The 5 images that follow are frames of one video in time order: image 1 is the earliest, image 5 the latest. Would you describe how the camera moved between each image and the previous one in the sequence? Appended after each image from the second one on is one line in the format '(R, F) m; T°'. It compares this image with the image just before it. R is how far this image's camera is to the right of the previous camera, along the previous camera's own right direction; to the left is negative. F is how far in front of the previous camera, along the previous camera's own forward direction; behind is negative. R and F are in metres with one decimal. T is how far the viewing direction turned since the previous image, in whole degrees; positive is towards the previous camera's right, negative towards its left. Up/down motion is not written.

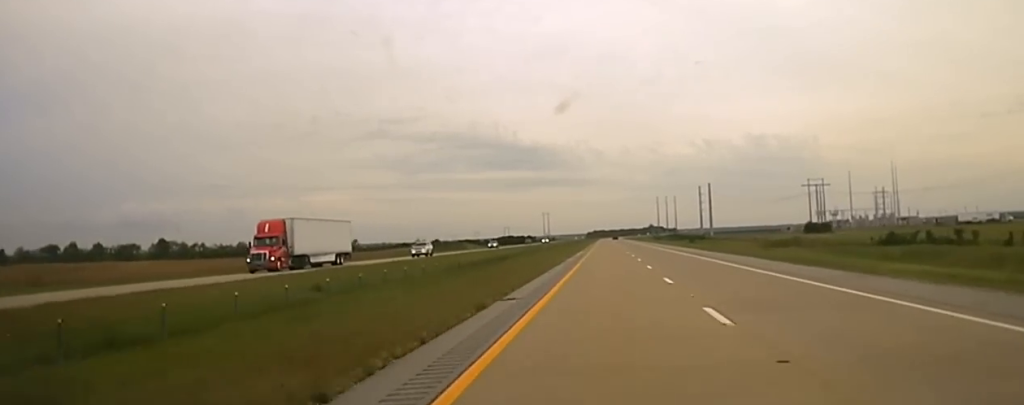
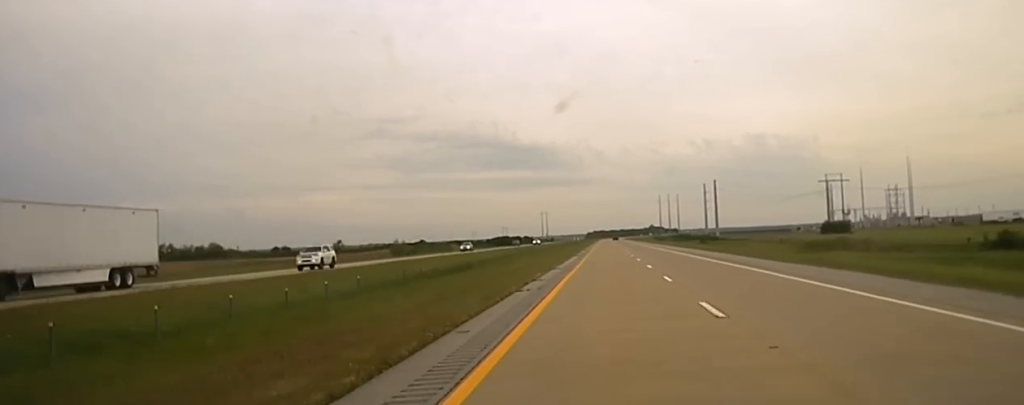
(-0.1, +24.5) m; 0°
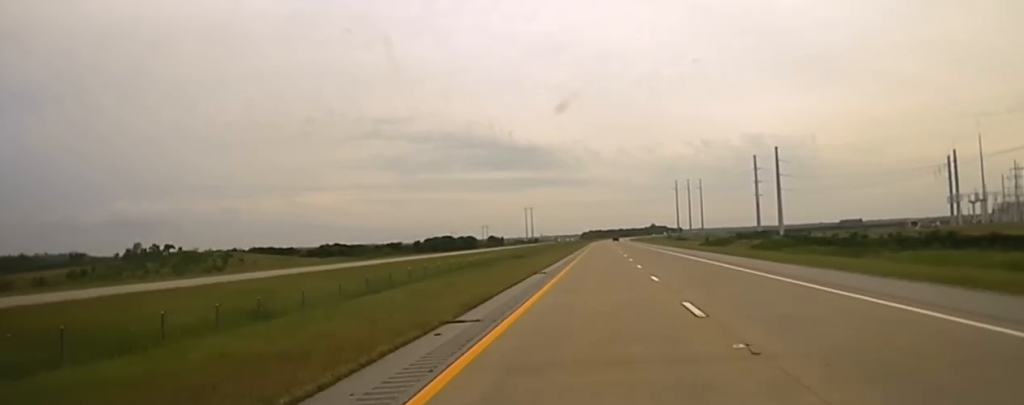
(+0.6, +165.4) m; 0°
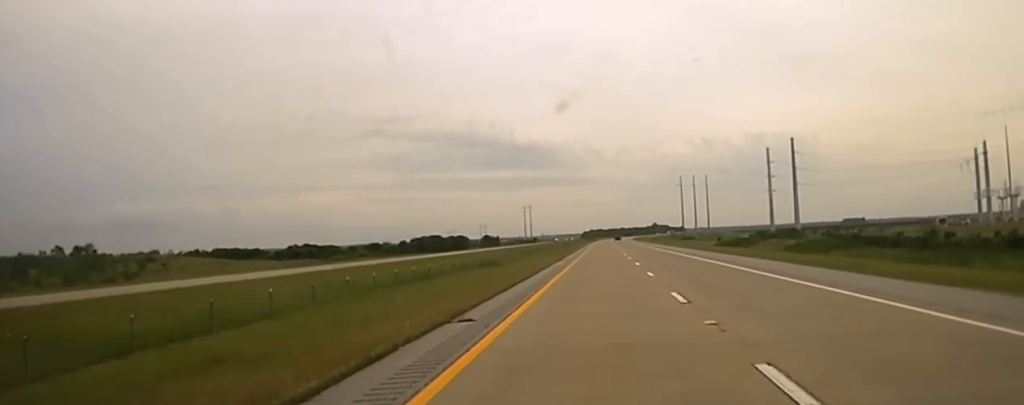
(-0.1, +25.4) m; 0°
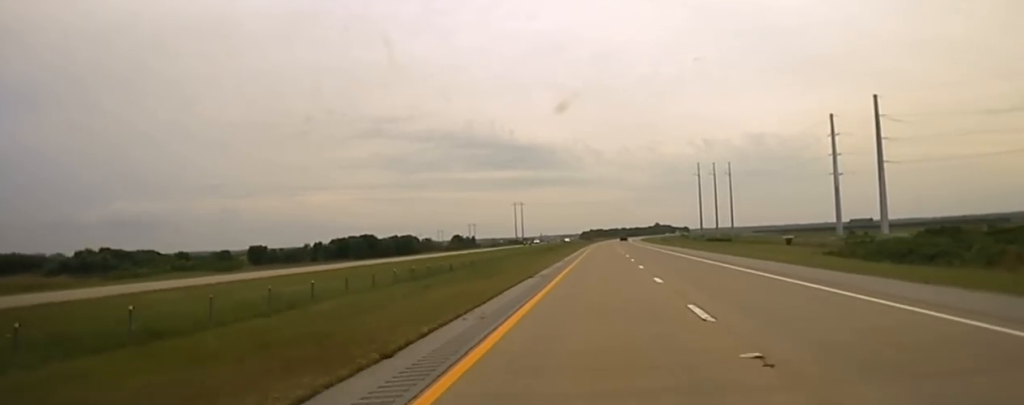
(+0.1, +73.2) m; +1°
